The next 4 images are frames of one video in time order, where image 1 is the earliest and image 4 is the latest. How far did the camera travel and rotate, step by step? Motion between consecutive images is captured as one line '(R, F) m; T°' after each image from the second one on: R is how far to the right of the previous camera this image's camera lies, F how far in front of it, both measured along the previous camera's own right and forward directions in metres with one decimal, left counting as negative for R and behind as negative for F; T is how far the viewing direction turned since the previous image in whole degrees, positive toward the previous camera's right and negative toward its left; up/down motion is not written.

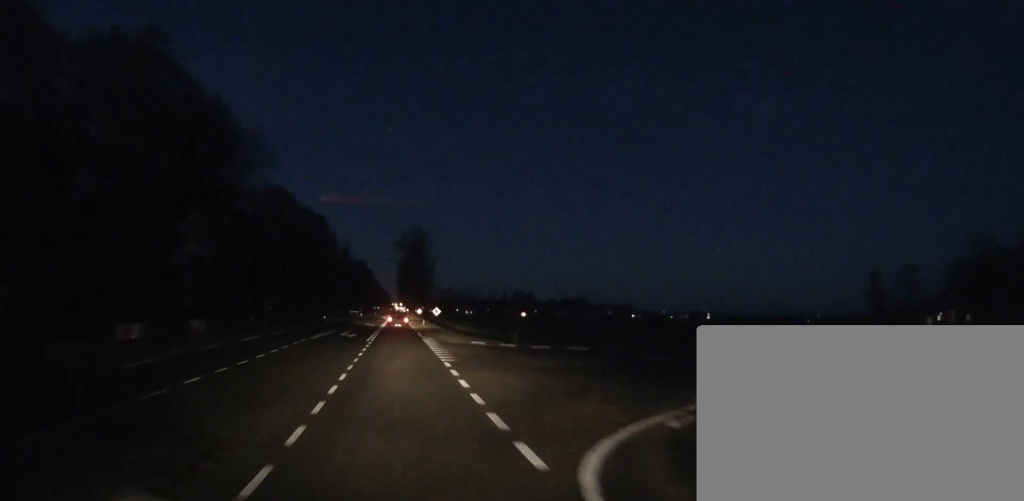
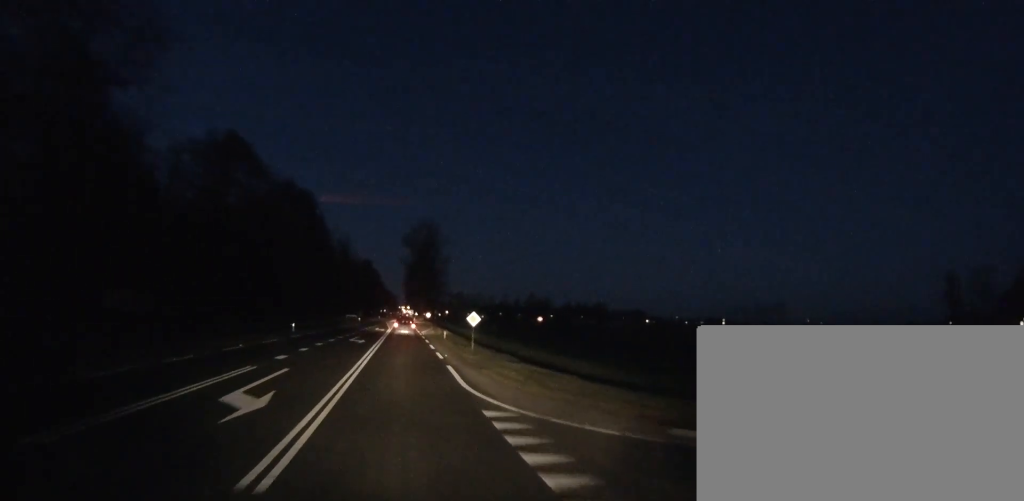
(-1.0, +22.2) m; -3°
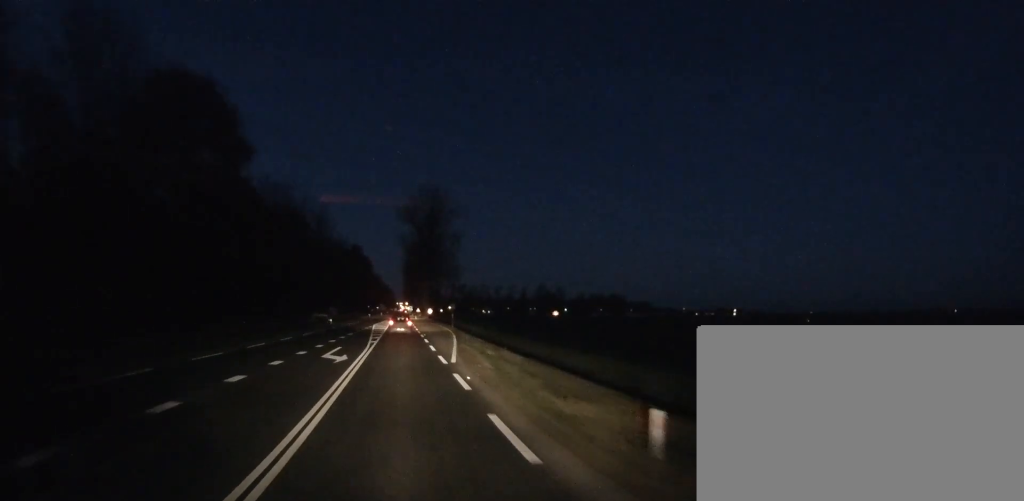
(0.0, +34.6) m; 0°
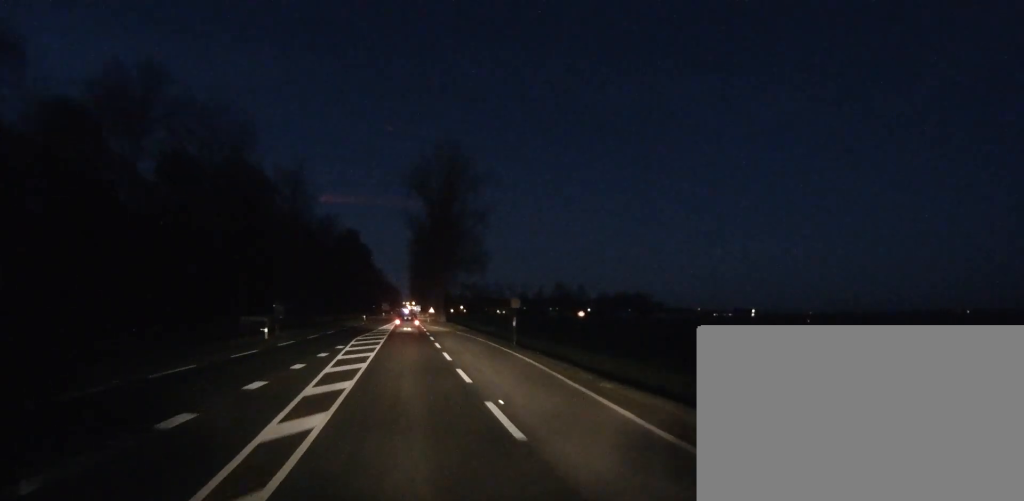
(0.0, +29.2) m; 0°
